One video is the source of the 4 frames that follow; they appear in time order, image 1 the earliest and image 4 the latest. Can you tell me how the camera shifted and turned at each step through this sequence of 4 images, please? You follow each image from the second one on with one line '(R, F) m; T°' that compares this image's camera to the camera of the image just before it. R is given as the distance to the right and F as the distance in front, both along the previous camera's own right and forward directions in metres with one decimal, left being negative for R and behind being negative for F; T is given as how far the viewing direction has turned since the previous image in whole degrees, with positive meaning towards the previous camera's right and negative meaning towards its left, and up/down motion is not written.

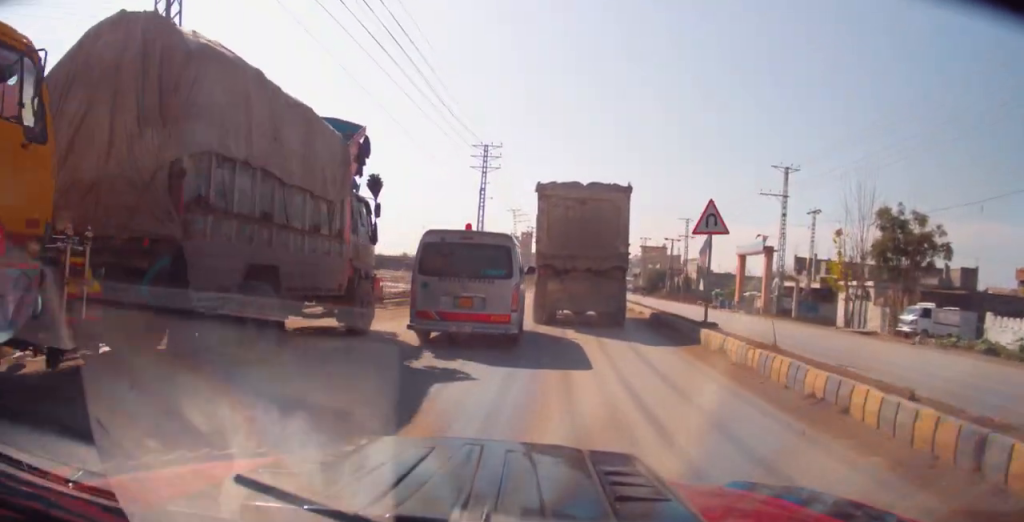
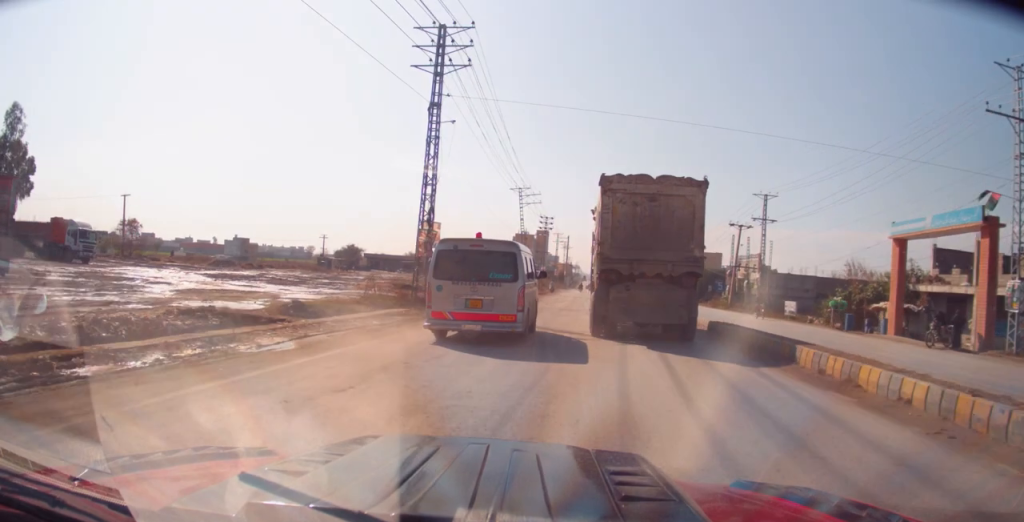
(-0.3, +23.9) m; -1°
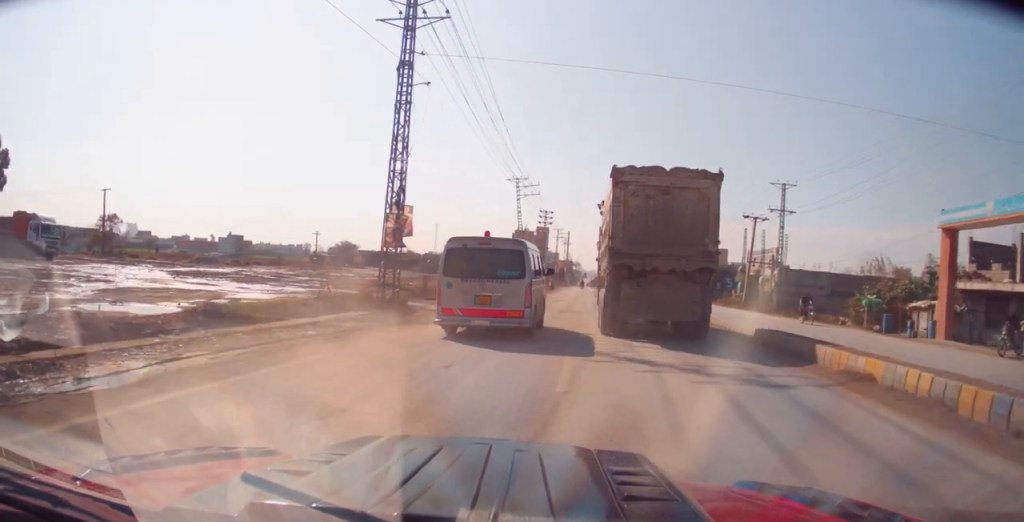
(0.0, +4.8) m; -1°
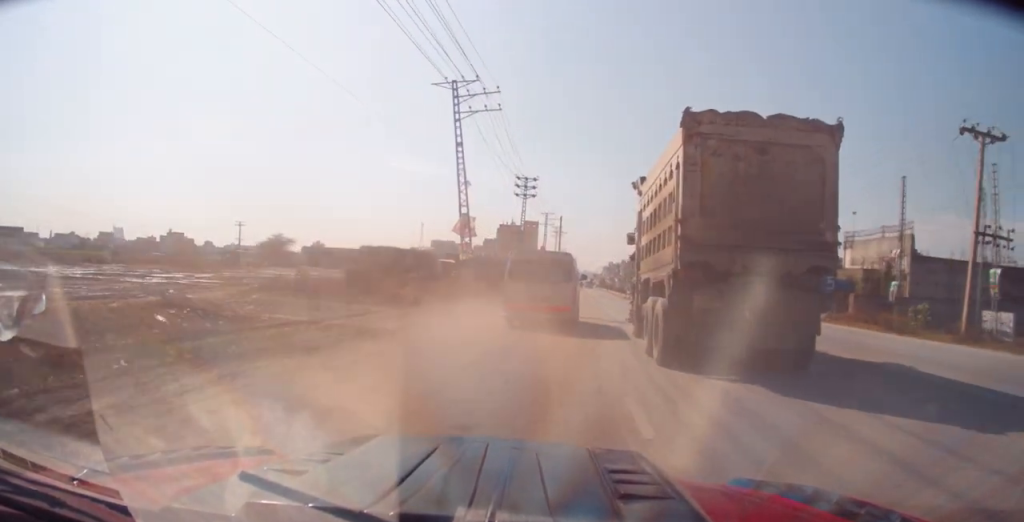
(+0.5, +33.2) m; +3°
